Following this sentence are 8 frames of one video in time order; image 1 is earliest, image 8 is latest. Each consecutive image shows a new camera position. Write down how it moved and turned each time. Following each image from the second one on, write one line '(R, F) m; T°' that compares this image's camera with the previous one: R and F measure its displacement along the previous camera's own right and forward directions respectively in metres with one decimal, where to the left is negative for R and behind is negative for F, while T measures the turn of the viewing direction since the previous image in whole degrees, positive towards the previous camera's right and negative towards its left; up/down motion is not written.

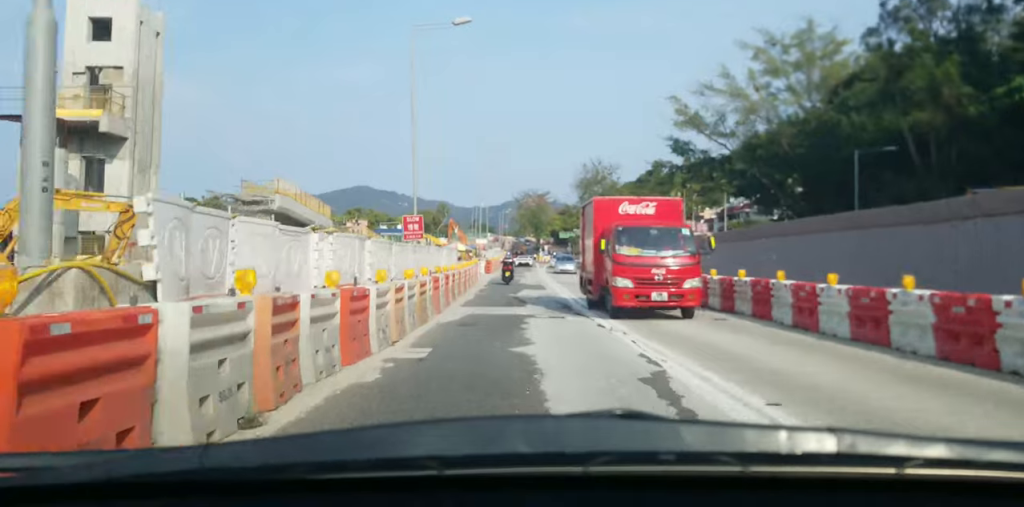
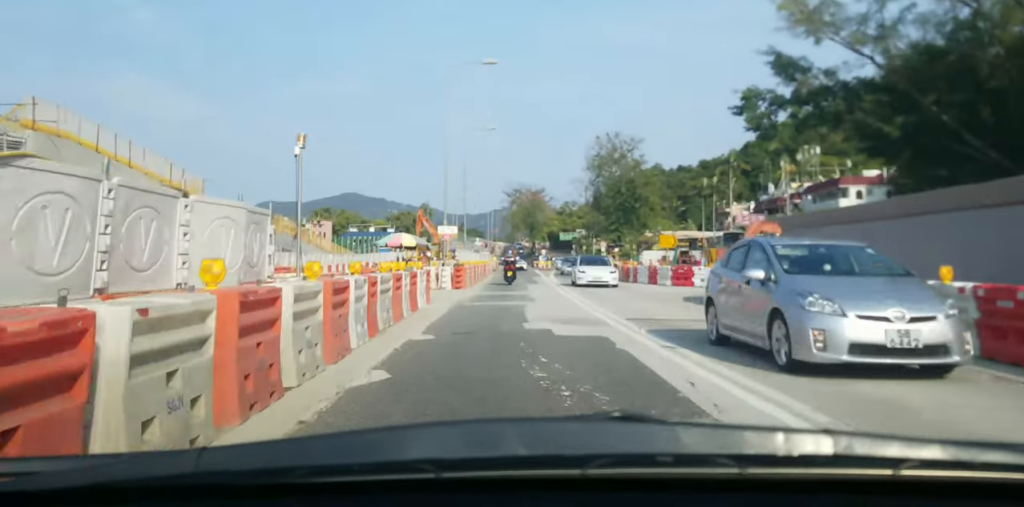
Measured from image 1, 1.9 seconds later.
(+0.4, +28.0) m; +2°
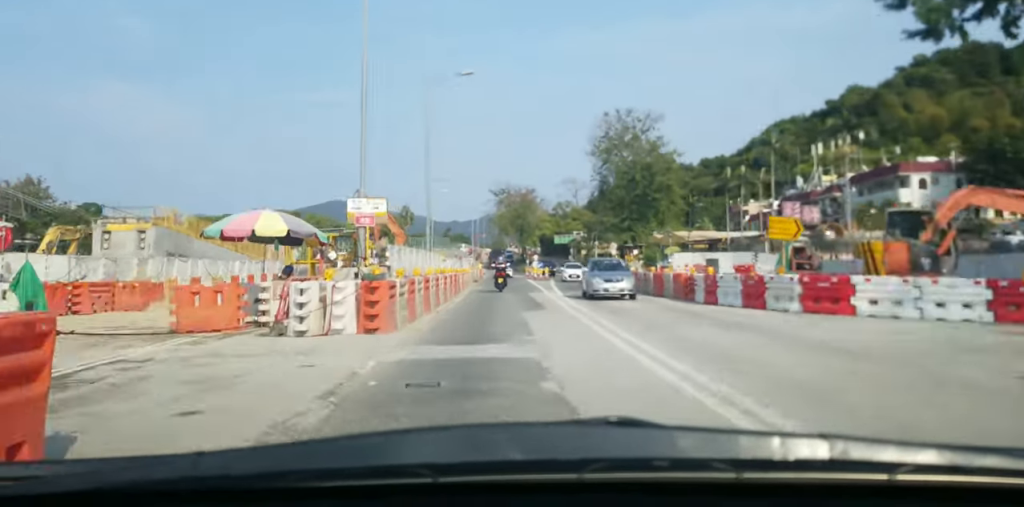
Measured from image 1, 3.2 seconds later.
(+0.1, +17.3) m; 0°
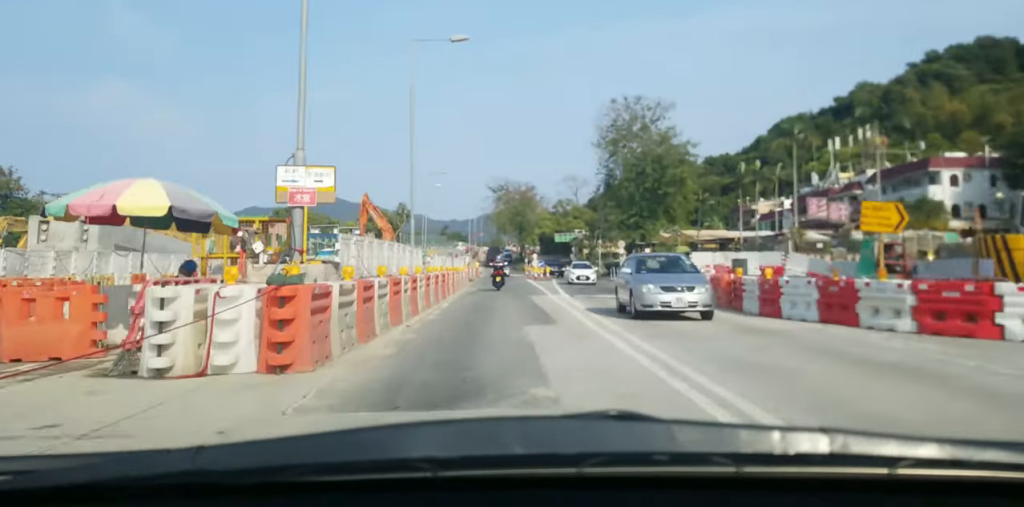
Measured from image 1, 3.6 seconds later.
(-0.2, +6.0) m; 0°
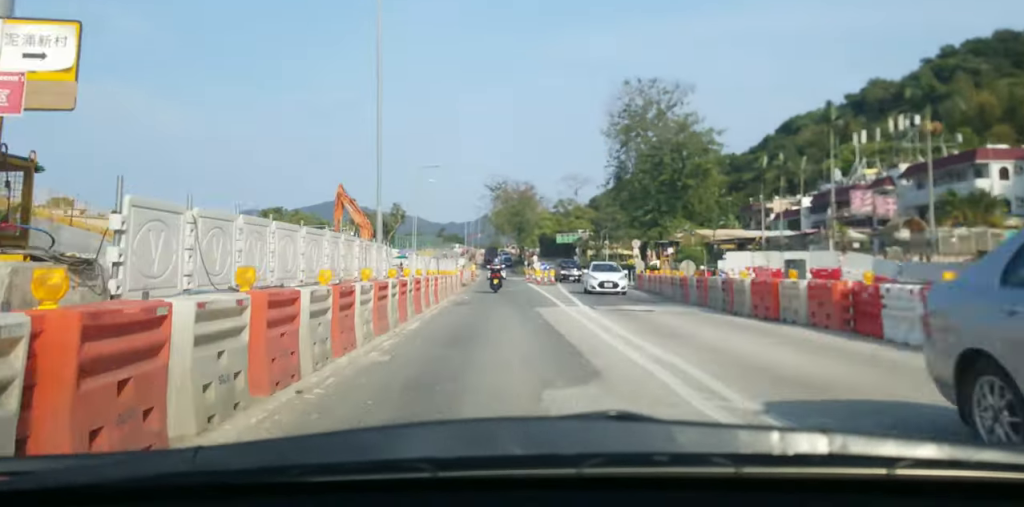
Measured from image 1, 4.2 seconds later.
(+0.3, +7.5) m; 0°
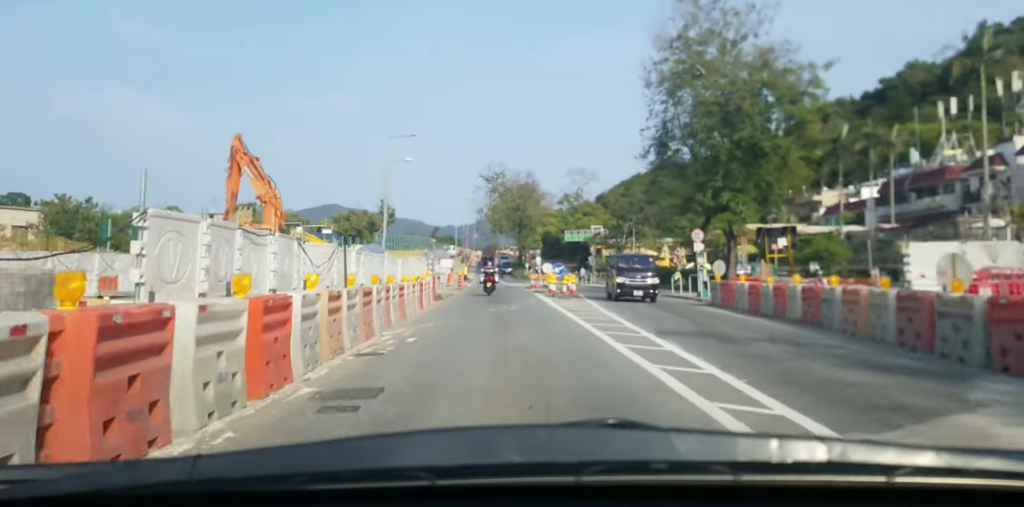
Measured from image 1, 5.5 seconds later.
(-0.2, +17.7) m; -2°
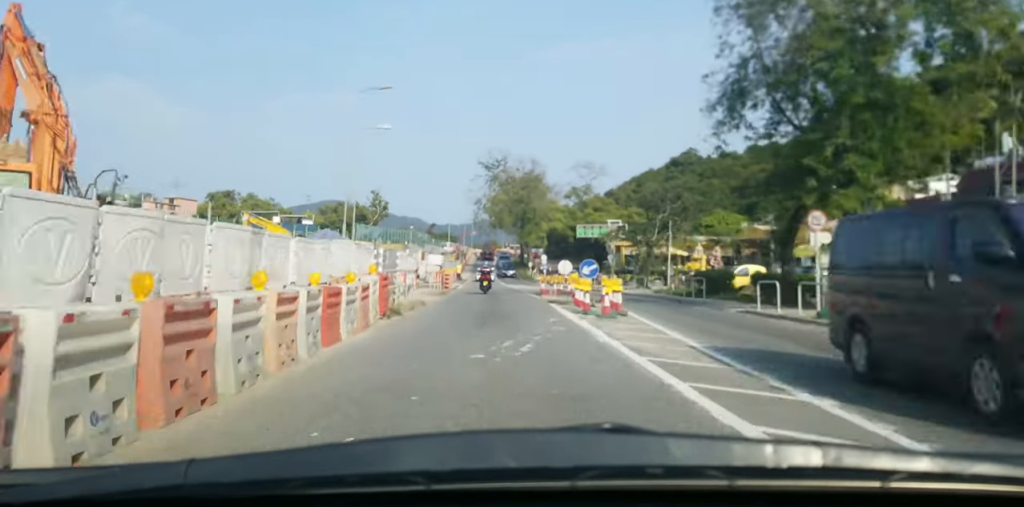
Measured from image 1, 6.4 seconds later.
(-0.1, +13.1) m; +2°
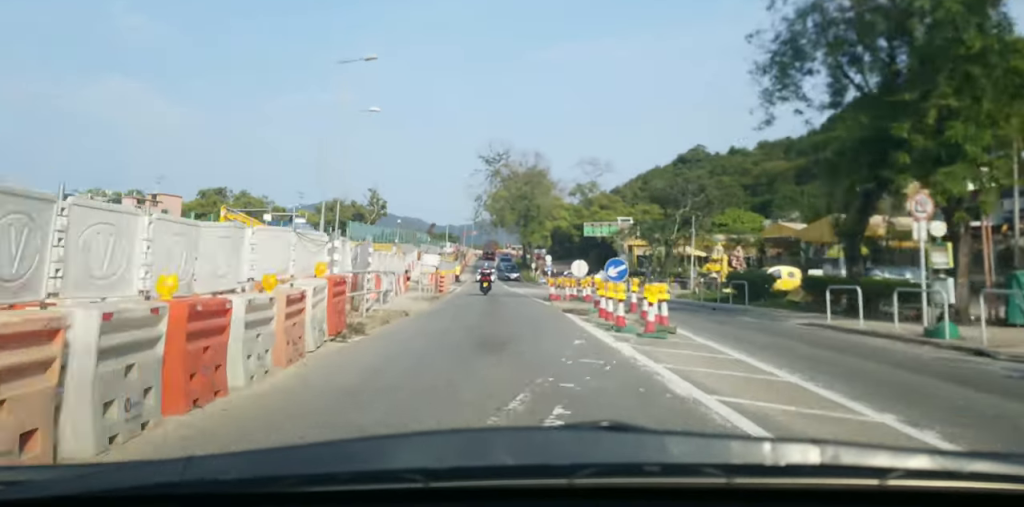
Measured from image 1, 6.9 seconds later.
(+0.1, +6.0) m; 0°
